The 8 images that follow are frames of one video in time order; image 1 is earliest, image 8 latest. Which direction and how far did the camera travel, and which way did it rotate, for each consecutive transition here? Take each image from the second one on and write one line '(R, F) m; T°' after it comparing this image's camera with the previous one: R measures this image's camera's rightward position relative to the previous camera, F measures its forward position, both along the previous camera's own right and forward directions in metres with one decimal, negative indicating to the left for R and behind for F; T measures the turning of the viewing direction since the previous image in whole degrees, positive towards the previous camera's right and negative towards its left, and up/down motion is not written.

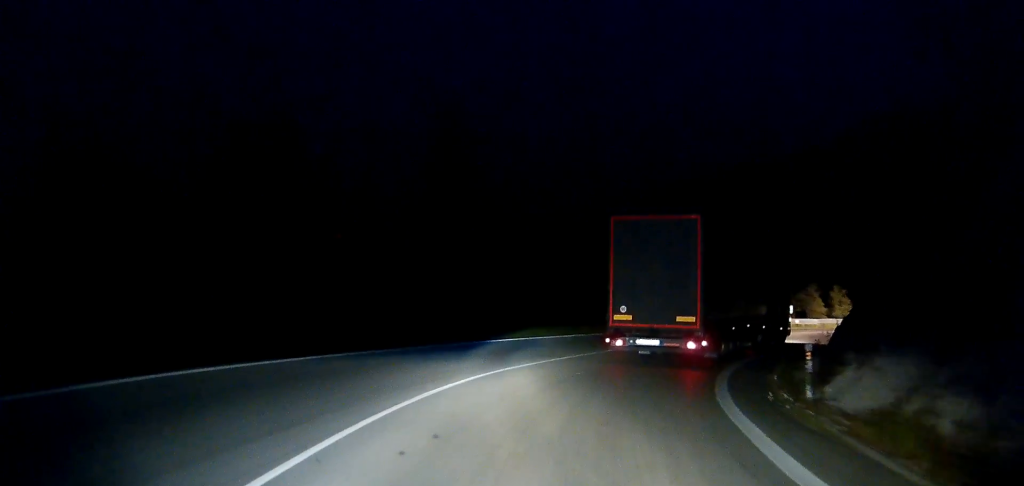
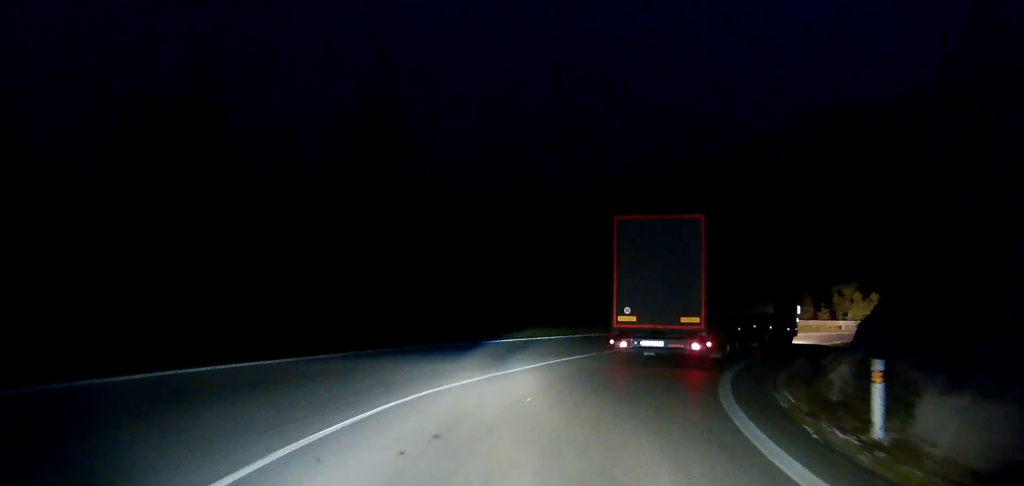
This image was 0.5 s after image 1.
(+0.1, +4.6) m; +5°
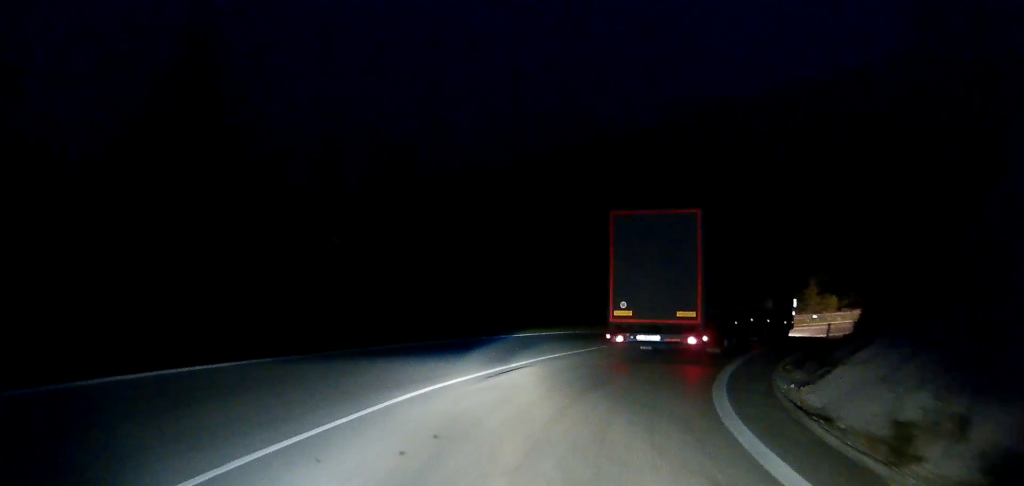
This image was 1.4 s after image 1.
(+0.9, +8.8) m; +11°
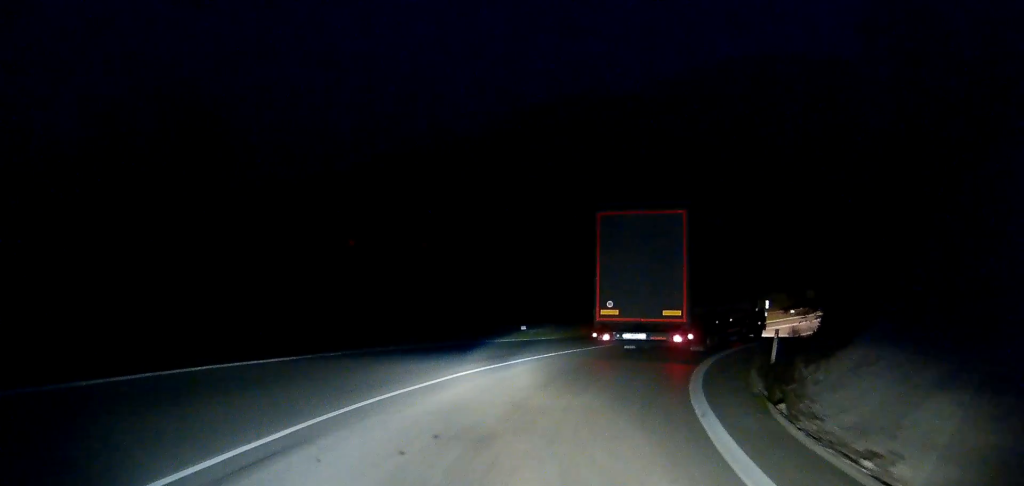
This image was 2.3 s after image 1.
(+0.6, +8.8) m; +15°
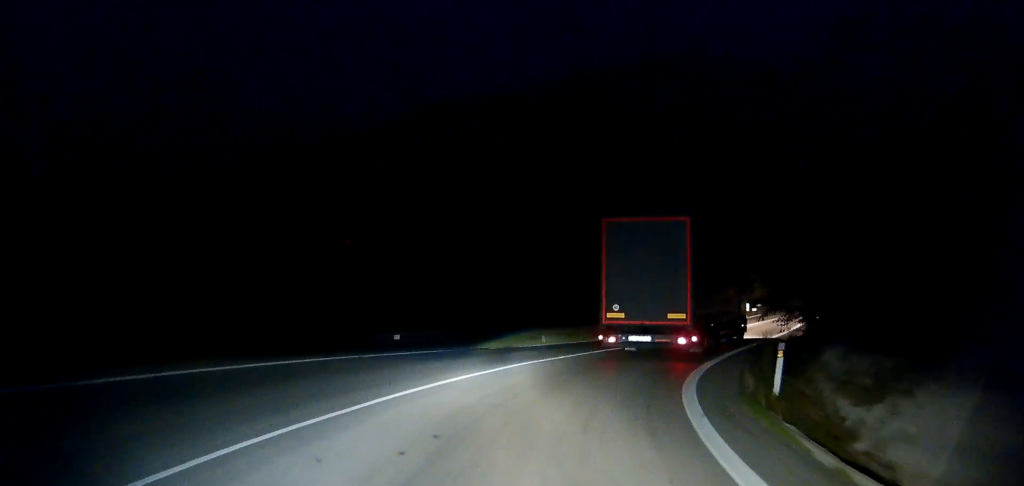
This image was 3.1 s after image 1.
(+1.5, +7.6) m; +13°
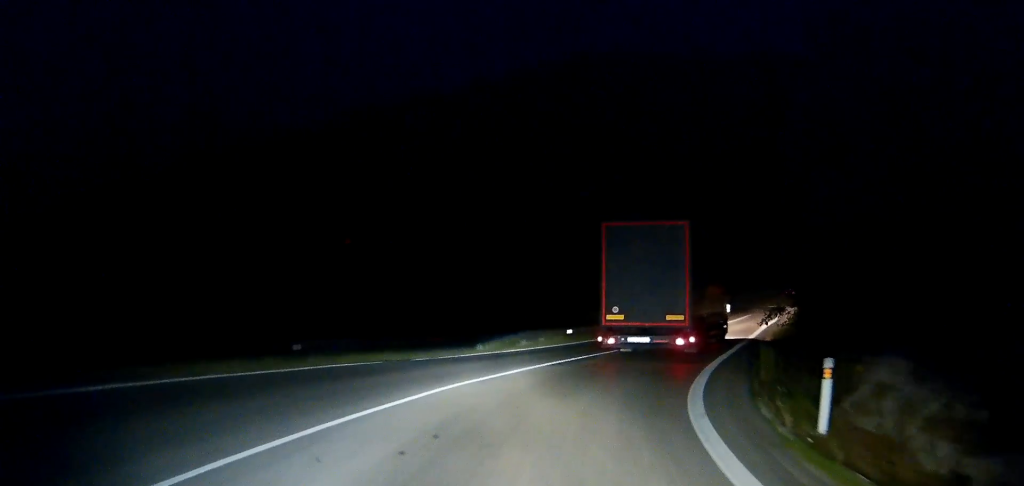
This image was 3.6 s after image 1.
(+0.3, +4.6) m; +5°
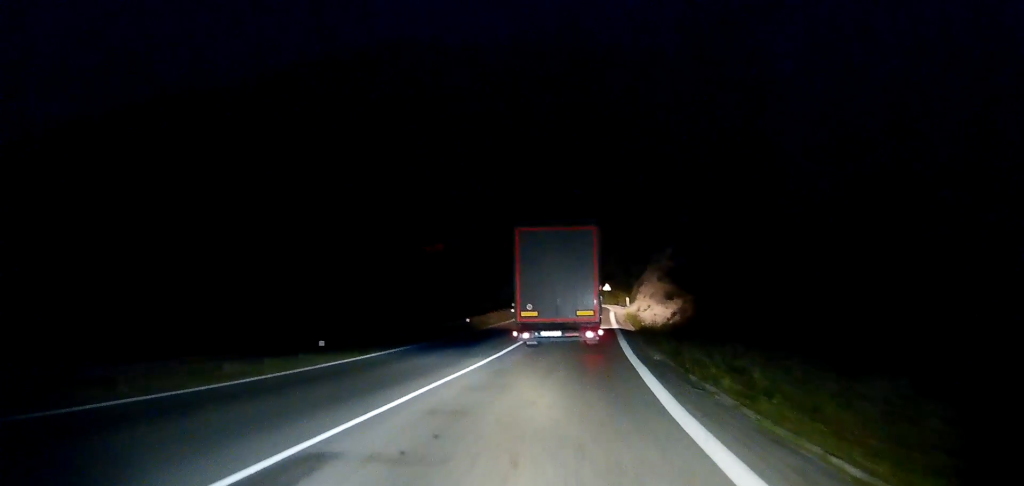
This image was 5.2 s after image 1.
(+1.5, +14.8) m; +11°
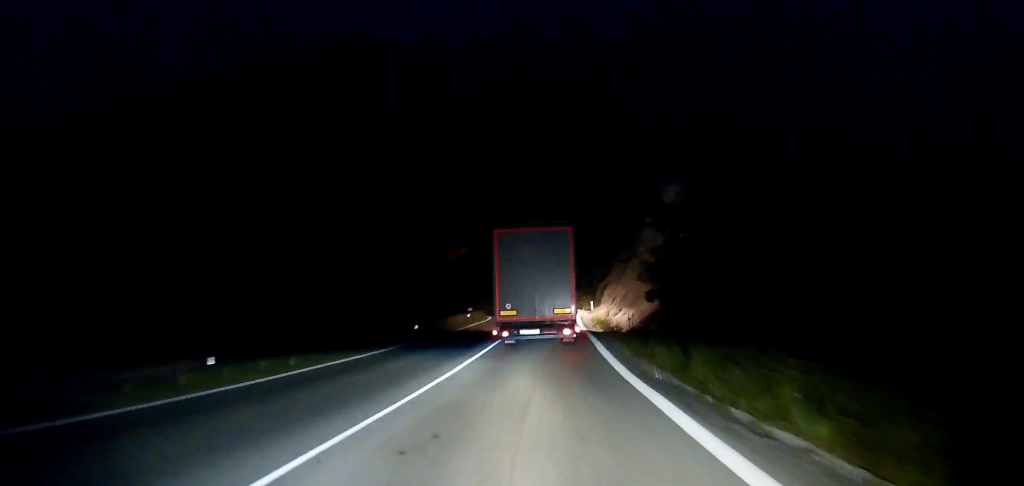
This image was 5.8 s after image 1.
(+0.3, +5.6) m; +2°
